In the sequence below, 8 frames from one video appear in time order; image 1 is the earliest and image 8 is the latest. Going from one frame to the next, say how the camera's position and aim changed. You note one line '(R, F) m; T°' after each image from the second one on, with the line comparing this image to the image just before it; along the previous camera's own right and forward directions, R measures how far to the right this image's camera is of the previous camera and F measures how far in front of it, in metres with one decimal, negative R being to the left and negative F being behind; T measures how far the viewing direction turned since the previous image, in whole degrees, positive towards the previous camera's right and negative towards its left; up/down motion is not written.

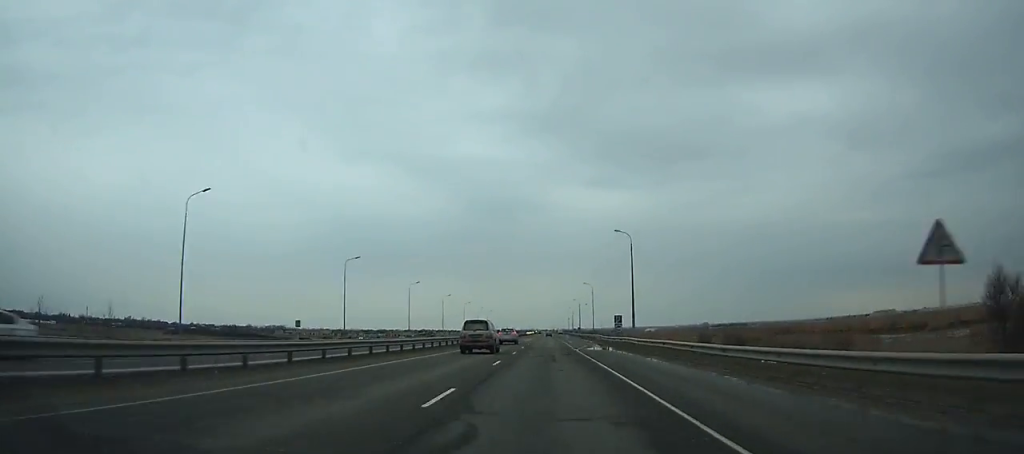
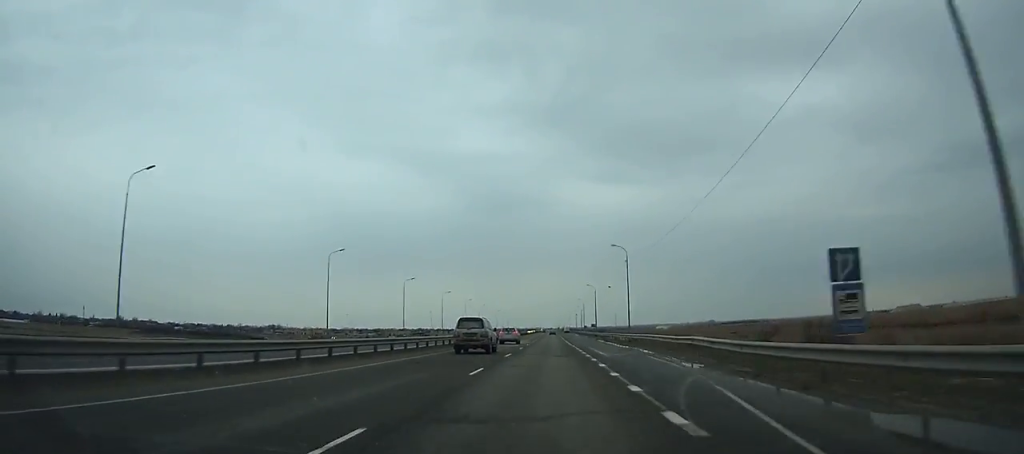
(-0.1, +41.1) m; 0°
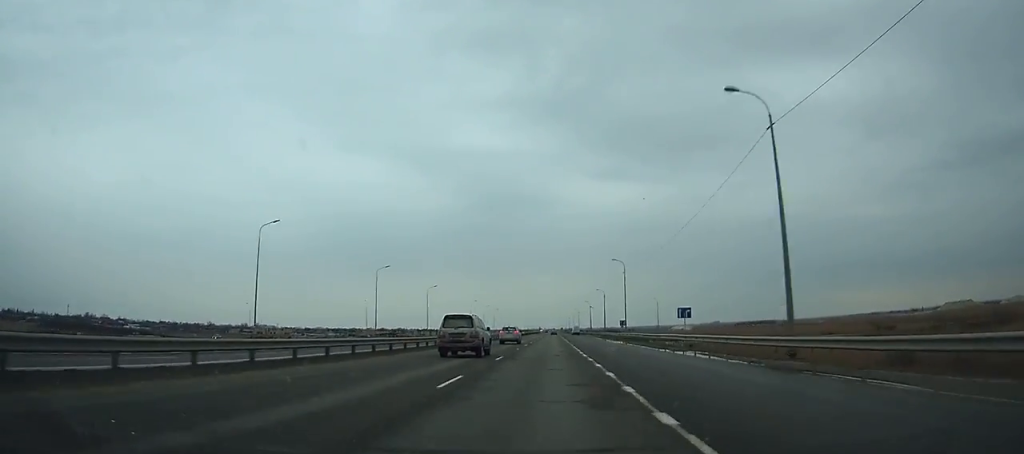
(-0.1, +87.3) m; 0°
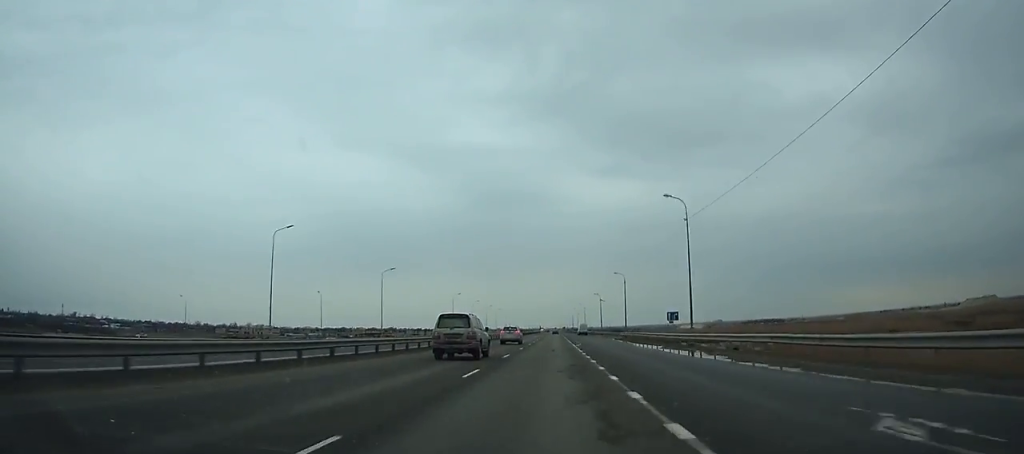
(0.0, +32.6) m; 0°
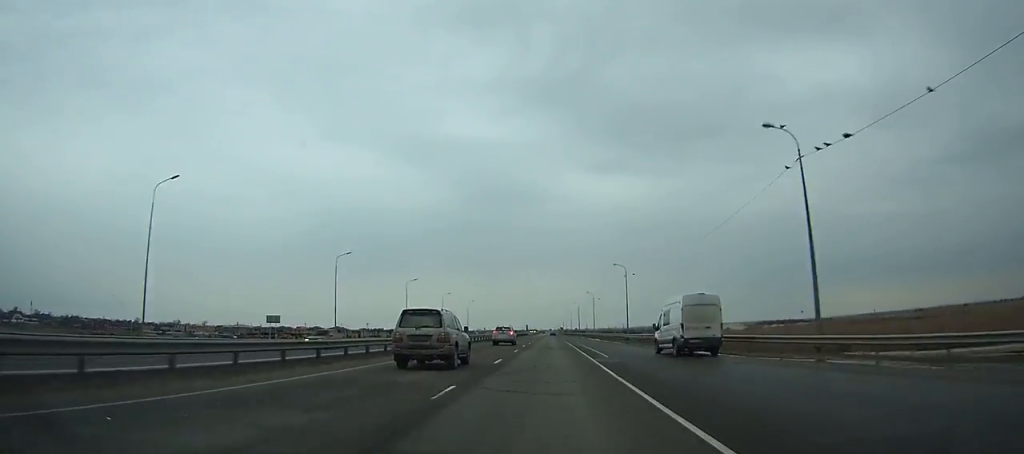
(0.0, +110.8) m; 0°
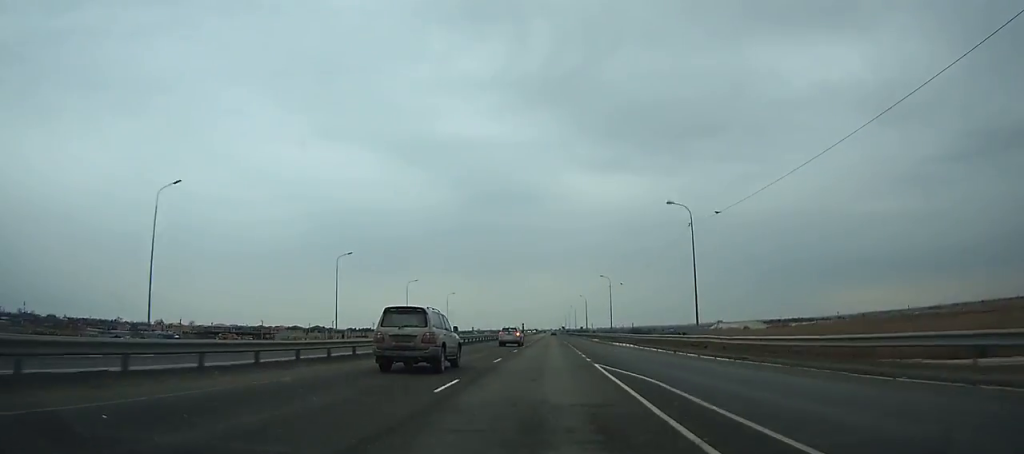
(+0.2, +35.0) m; 0°
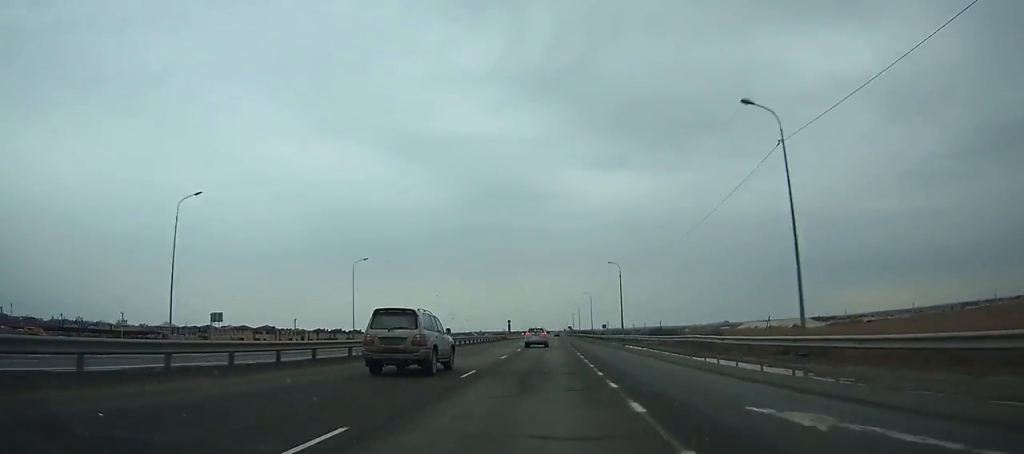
(-0.2, +66.3) m; 0°
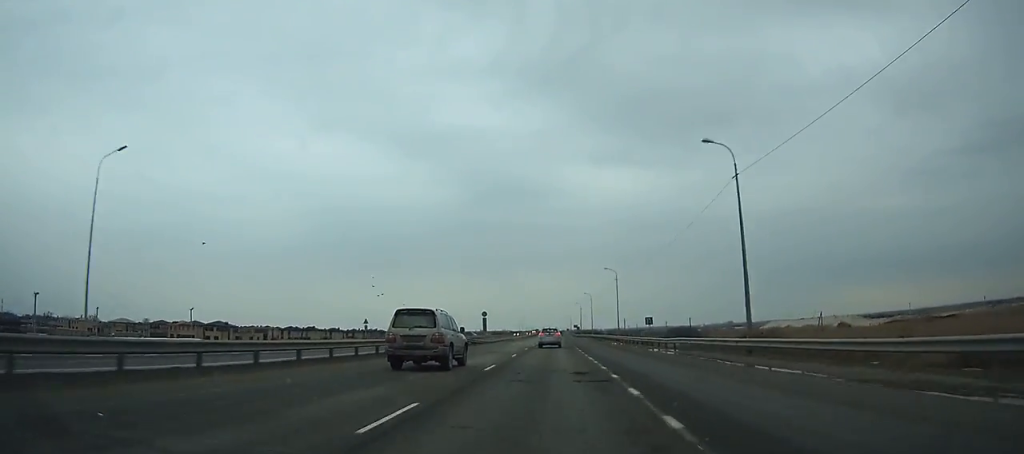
(-0.1, +44.6) m; 0°
